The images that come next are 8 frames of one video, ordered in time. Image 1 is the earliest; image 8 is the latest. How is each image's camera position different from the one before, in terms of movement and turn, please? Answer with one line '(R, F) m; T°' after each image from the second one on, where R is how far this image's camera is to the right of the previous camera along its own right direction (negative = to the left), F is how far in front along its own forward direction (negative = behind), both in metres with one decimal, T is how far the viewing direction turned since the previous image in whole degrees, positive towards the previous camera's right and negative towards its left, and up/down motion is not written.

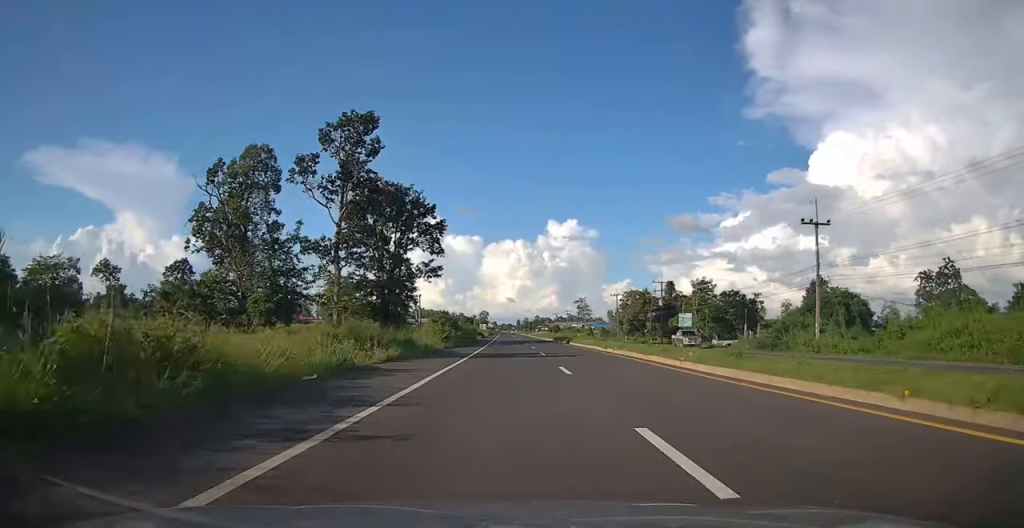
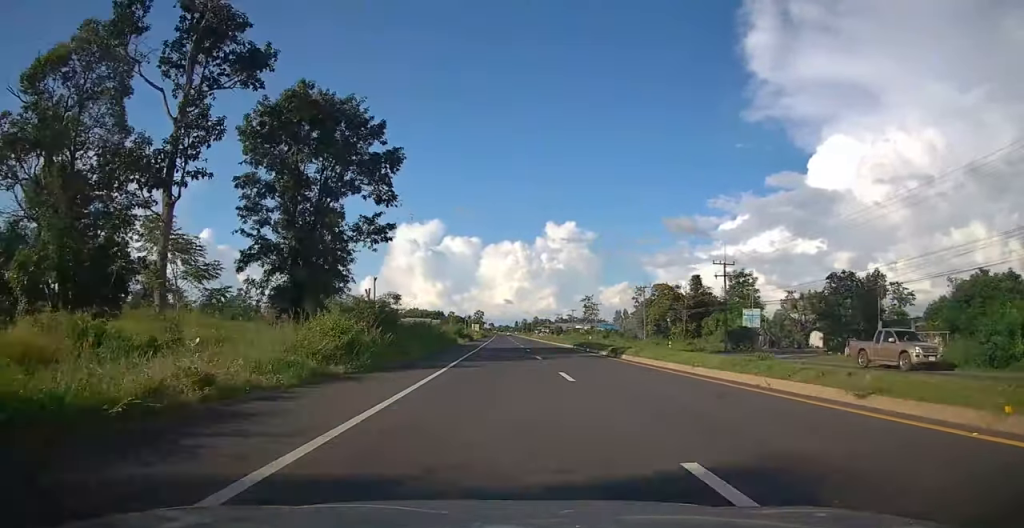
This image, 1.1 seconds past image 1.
(0.0, +26.1) m; 0°
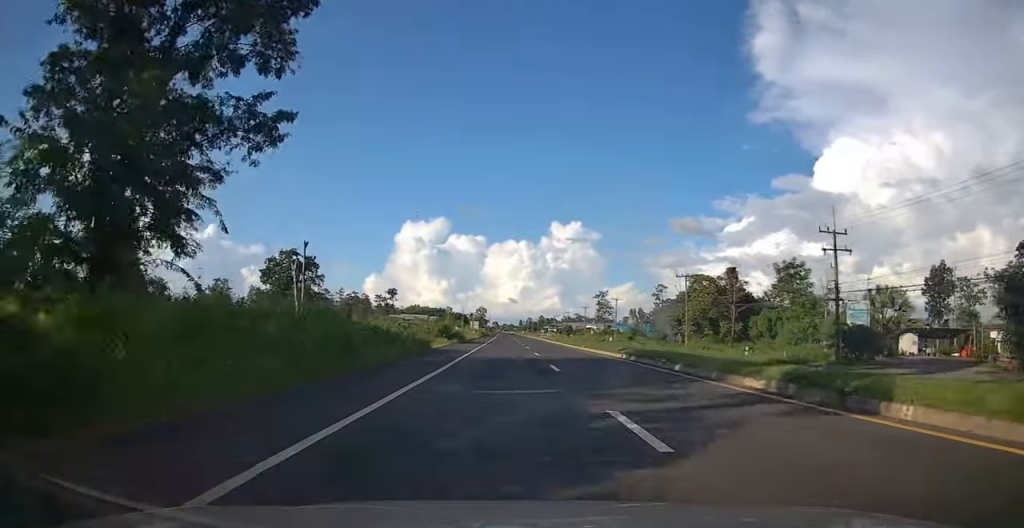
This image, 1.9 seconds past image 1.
(0.0, +20.5) m; 0°
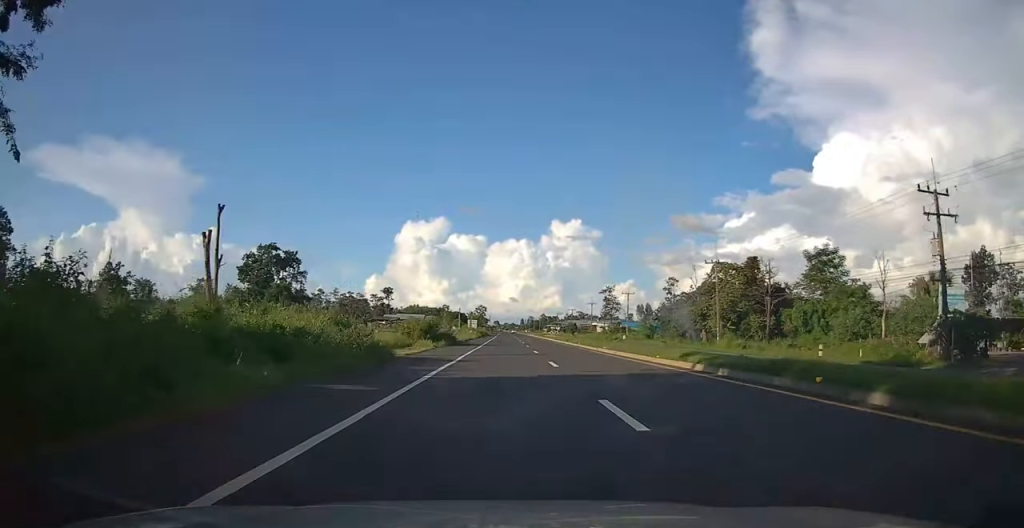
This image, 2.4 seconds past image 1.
(0.0, +11.1) m; 0°
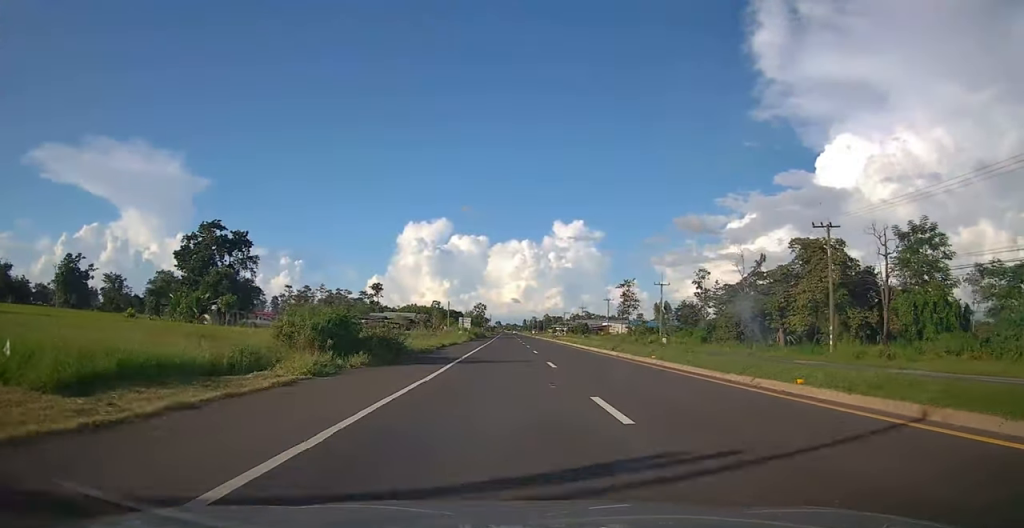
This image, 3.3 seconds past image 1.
(0.0, +23.5) m; 0°
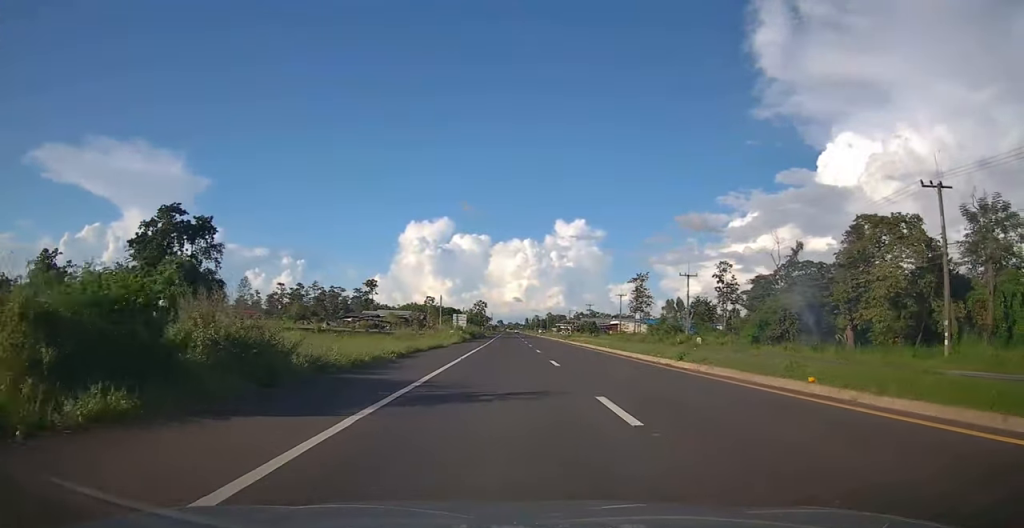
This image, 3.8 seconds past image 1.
(0.0, +12.4) m; 0°
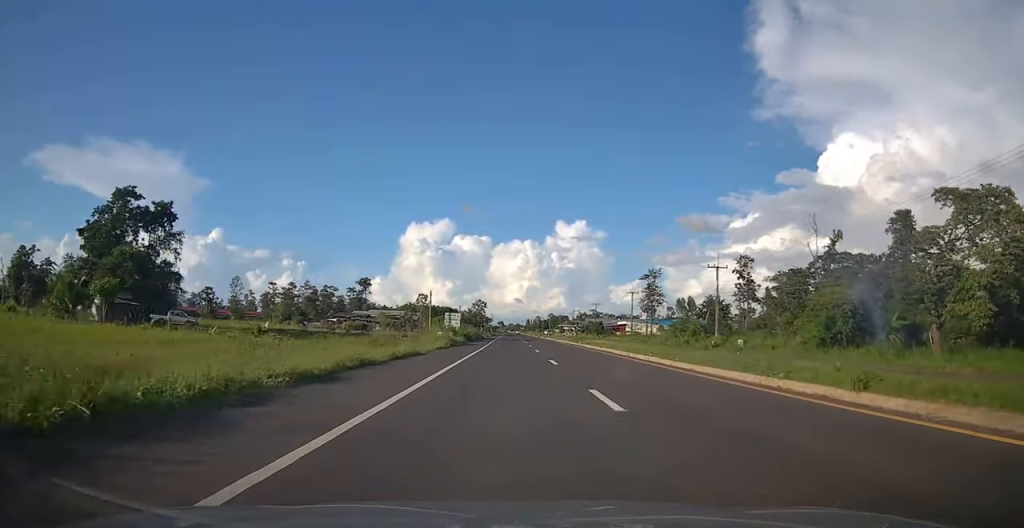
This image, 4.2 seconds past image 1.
(0.0, +10.8) m; 0°
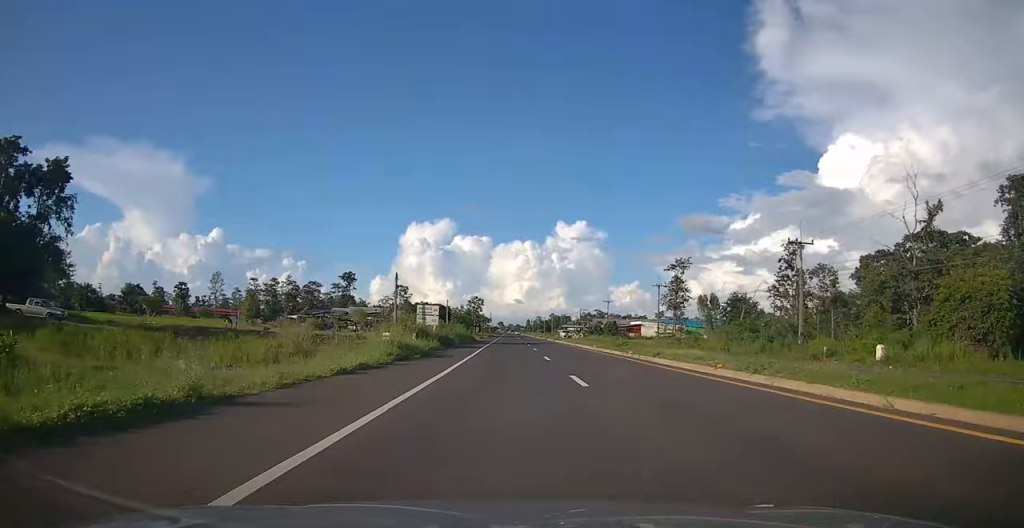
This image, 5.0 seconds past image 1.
(0.0, +19.9) m; 0°
